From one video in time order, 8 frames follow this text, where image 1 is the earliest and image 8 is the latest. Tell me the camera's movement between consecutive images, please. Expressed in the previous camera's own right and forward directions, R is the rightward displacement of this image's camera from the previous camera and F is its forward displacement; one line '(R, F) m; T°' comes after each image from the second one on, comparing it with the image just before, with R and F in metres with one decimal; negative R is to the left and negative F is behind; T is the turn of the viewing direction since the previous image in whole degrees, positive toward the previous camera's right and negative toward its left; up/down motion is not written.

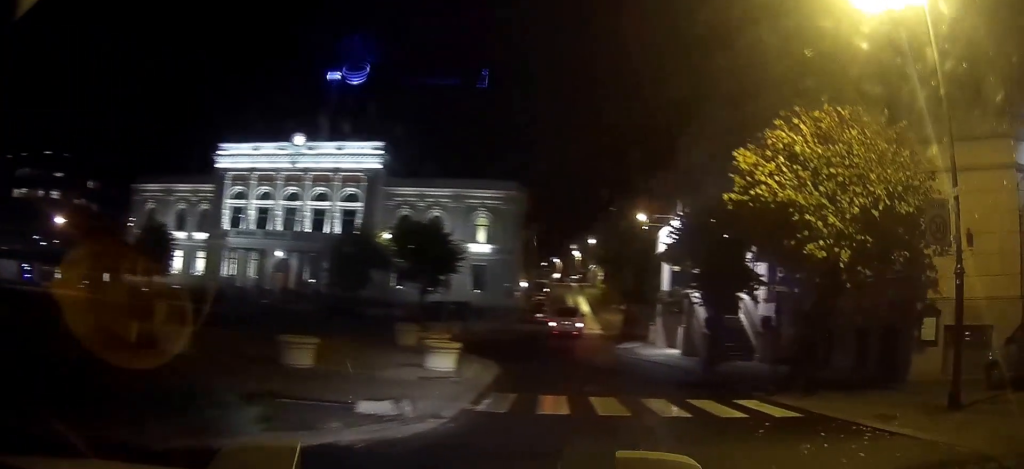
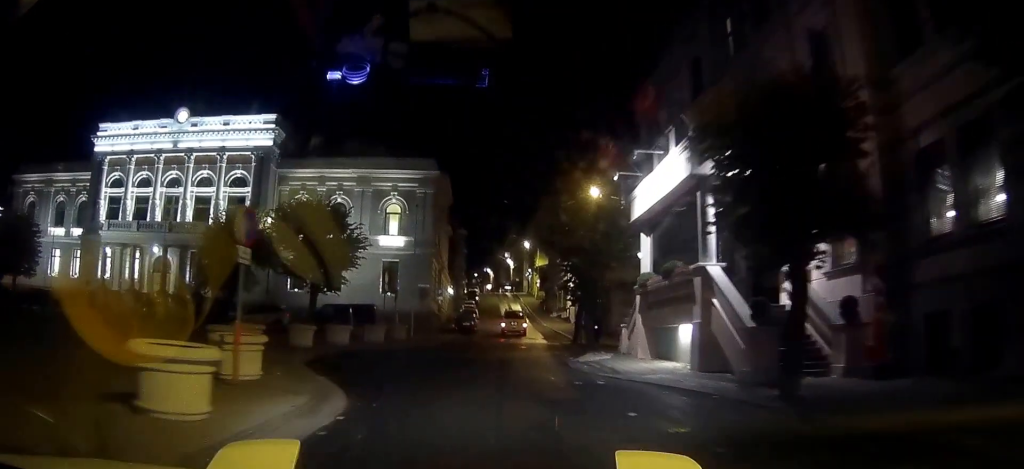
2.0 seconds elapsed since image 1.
(+1.0, +12.2) m; 0°
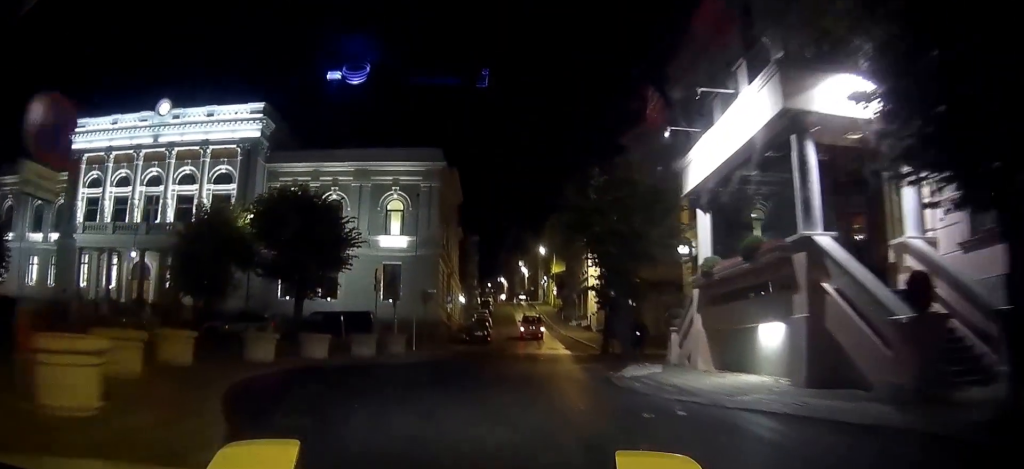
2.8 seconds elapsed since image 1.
(-0.2, +6.0) m; -3°
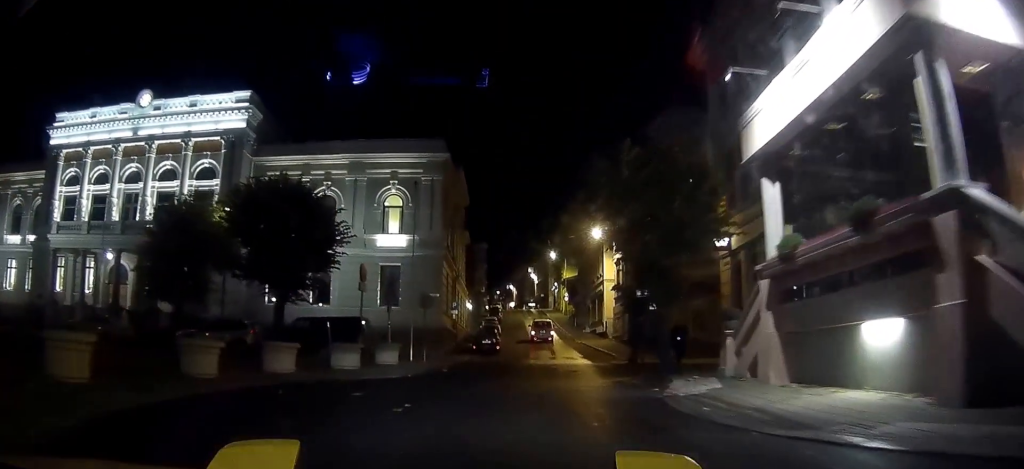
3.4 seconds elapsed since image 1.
(-0.2, +4.7) m; -1°
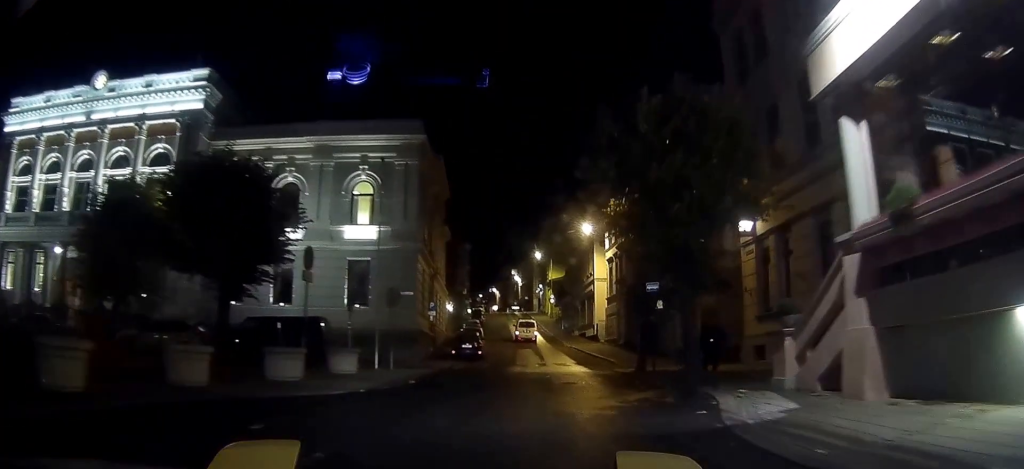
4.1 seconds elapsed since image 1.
(+0.1, +5.0) m; +2°
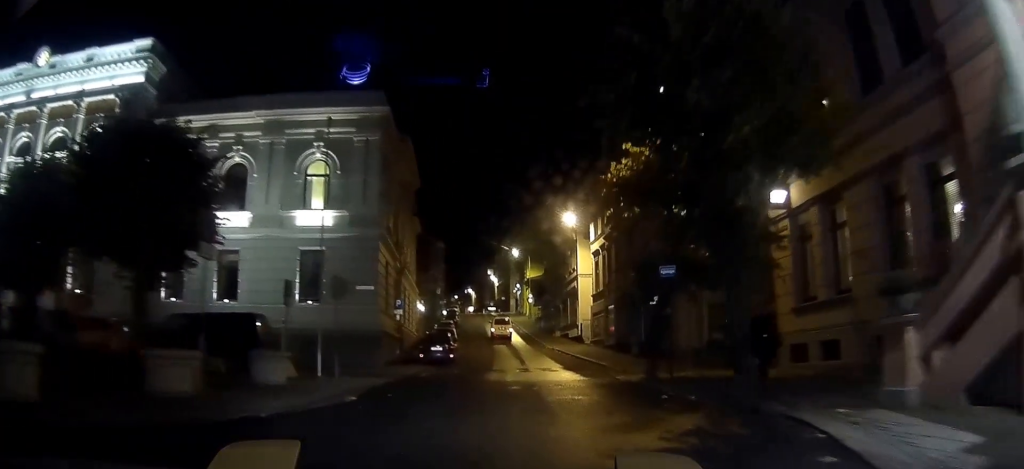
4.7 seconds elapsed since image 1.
(+0.1, +5.3) m; +1°
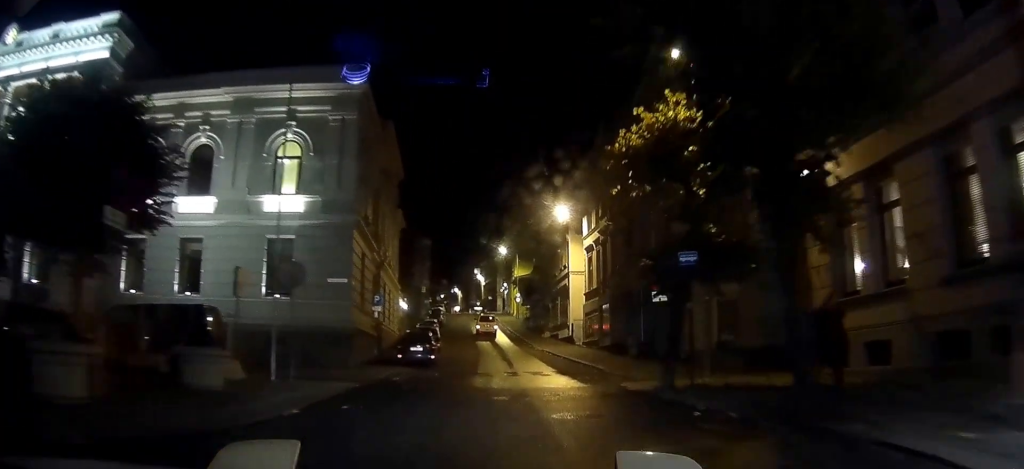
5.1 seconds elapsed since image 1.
(+0.1, +3.2) m; 0°
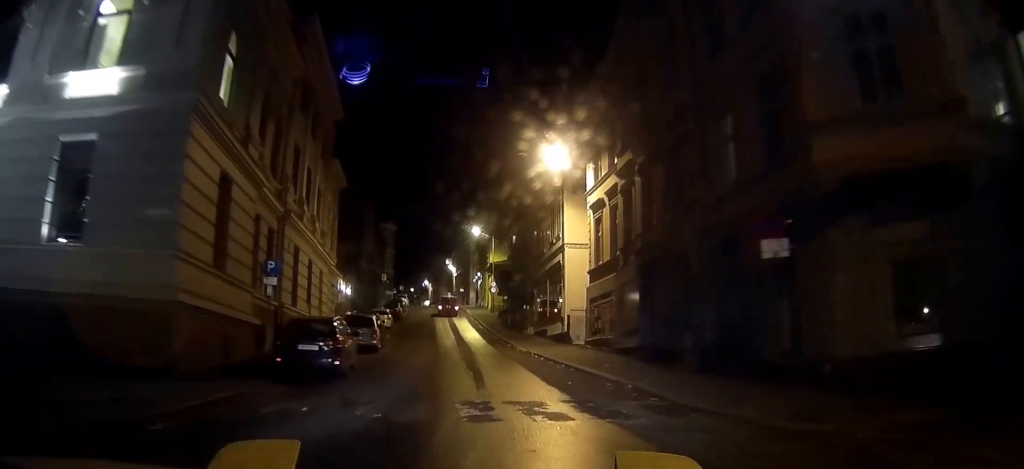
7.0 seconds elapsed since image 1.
(+0.3, +14.4) m; +4°
